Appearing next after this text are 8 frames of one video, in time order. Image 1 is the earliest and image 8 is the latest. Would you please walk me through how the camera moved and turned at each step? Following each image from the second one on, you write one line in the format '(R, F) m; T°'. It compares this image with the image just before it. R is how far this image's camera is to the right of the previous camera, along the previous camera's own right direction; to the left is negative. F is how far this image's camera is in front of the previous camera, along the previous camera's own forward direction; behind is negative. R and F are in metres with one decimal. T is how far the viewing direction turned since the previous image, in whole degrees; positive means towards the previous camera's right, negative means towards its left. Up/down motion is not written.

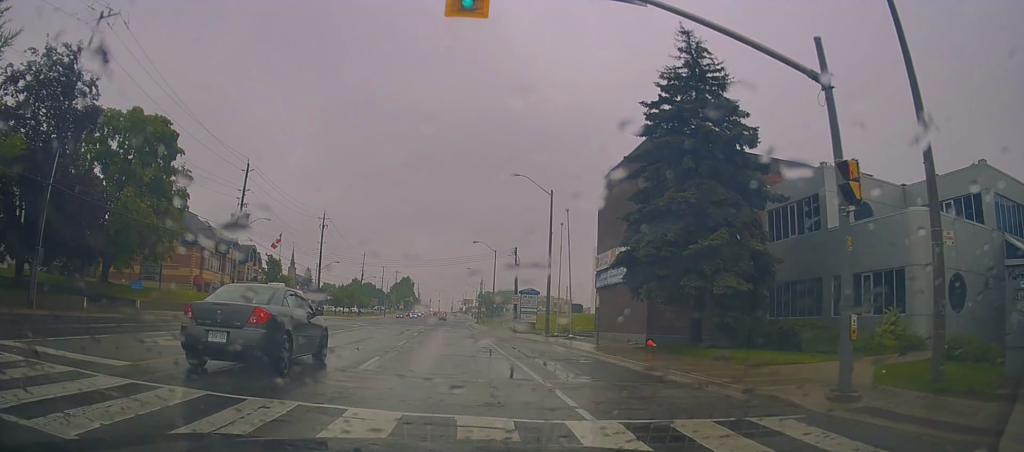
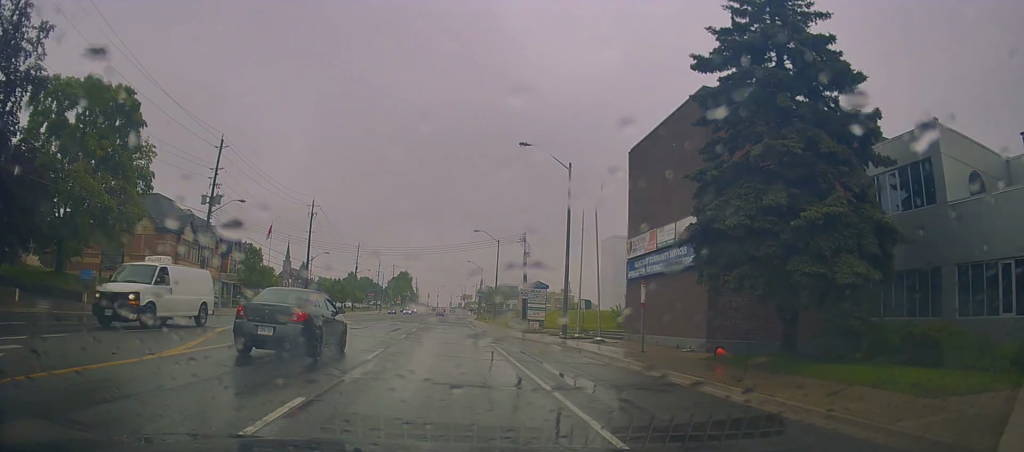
(+0.1, +7.7) m; +1°
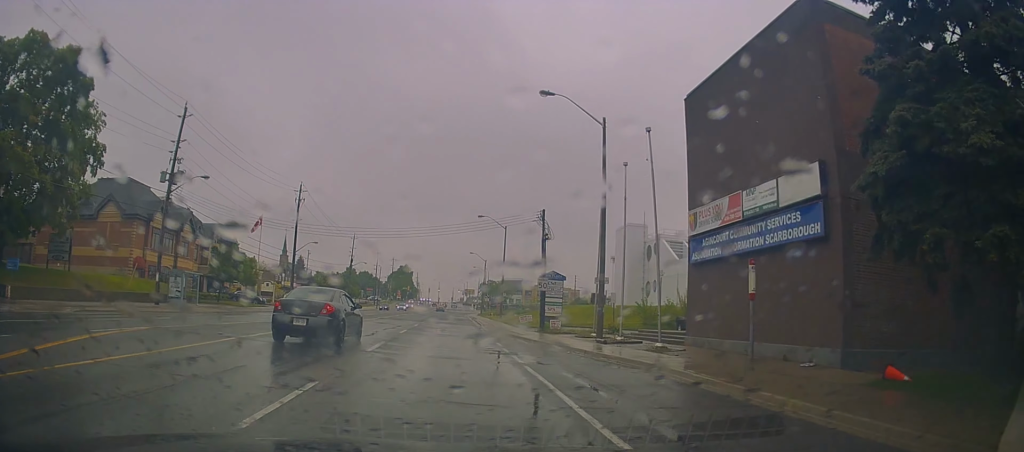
(+0.1, +8.4) m; -1°
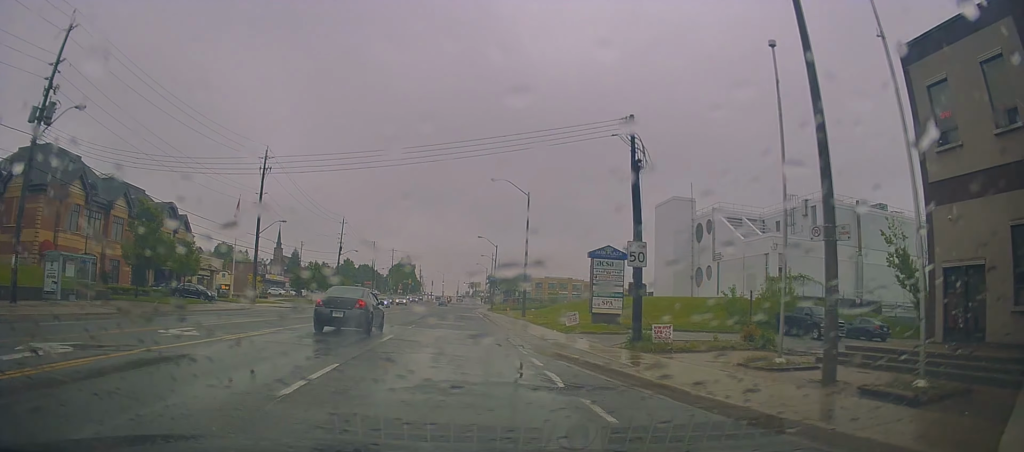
(-0.6, +17.1) m; -3°
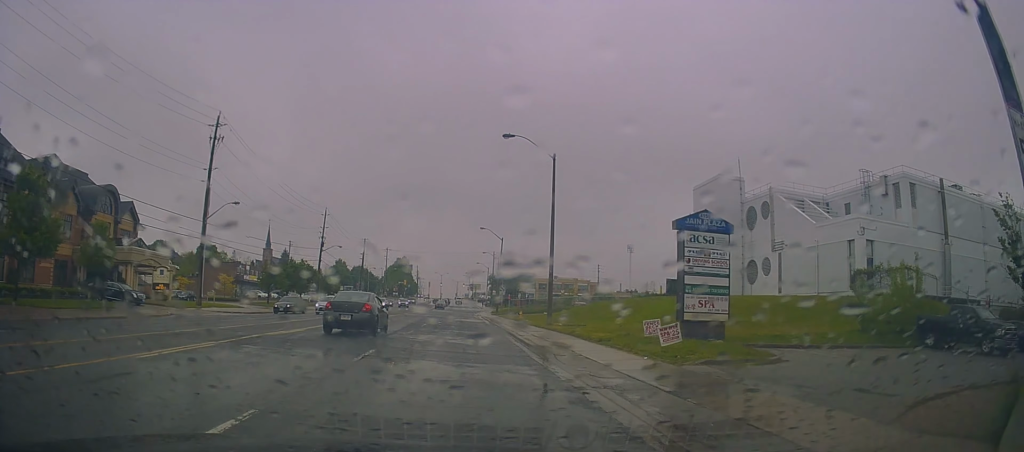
(+0.3, +13.0) m; +2°
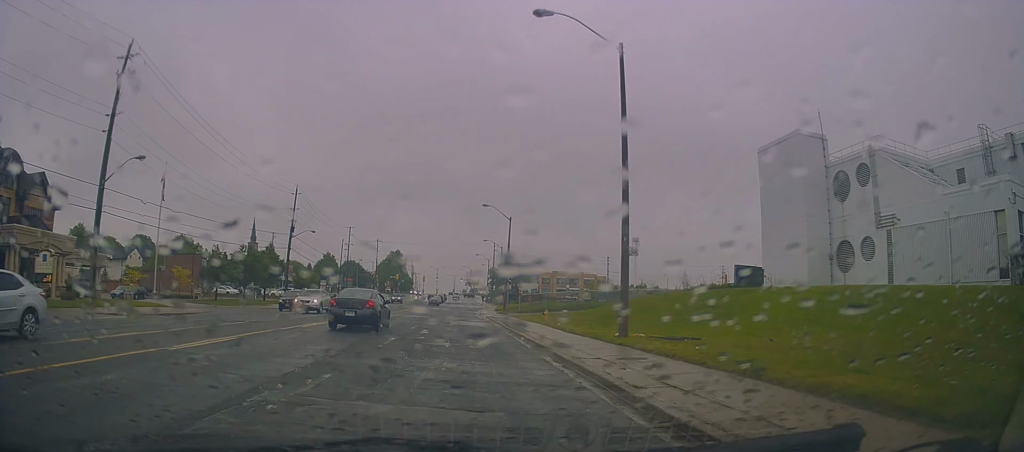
(-0.2, +15.3) m; 0°
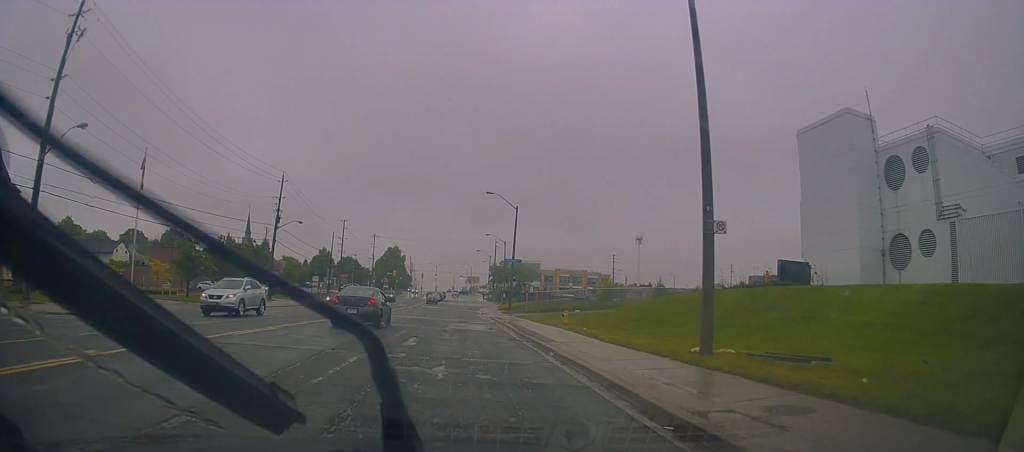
(+0.3, +6.5) m; 0°
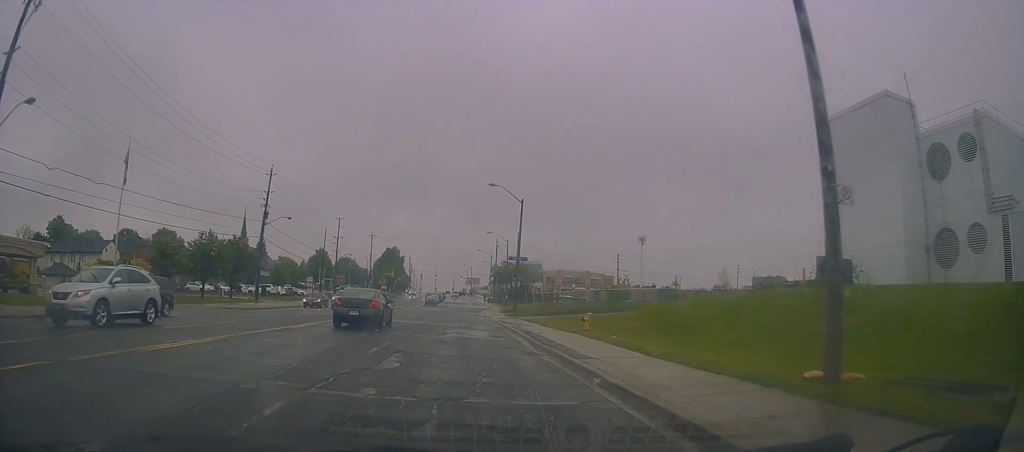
(+0.2, +4.7) m; 0°
